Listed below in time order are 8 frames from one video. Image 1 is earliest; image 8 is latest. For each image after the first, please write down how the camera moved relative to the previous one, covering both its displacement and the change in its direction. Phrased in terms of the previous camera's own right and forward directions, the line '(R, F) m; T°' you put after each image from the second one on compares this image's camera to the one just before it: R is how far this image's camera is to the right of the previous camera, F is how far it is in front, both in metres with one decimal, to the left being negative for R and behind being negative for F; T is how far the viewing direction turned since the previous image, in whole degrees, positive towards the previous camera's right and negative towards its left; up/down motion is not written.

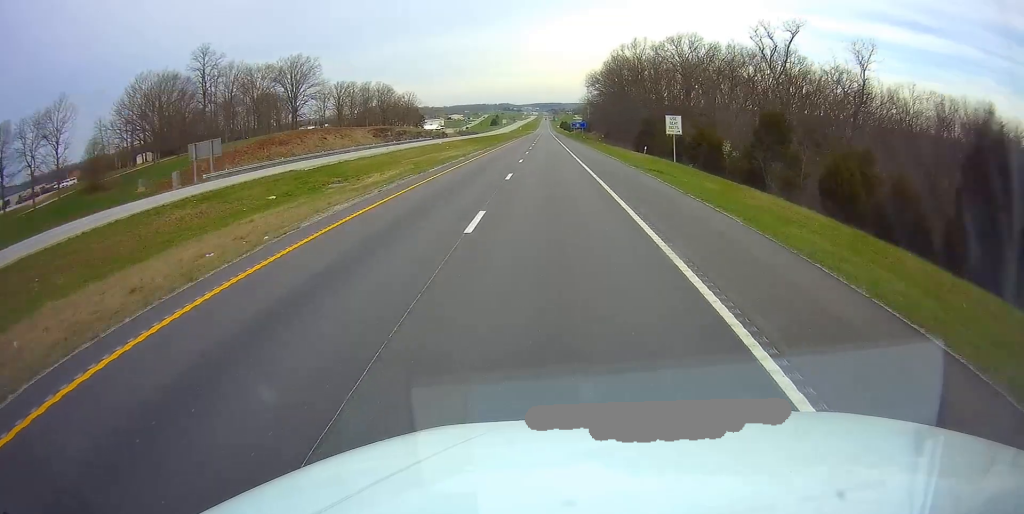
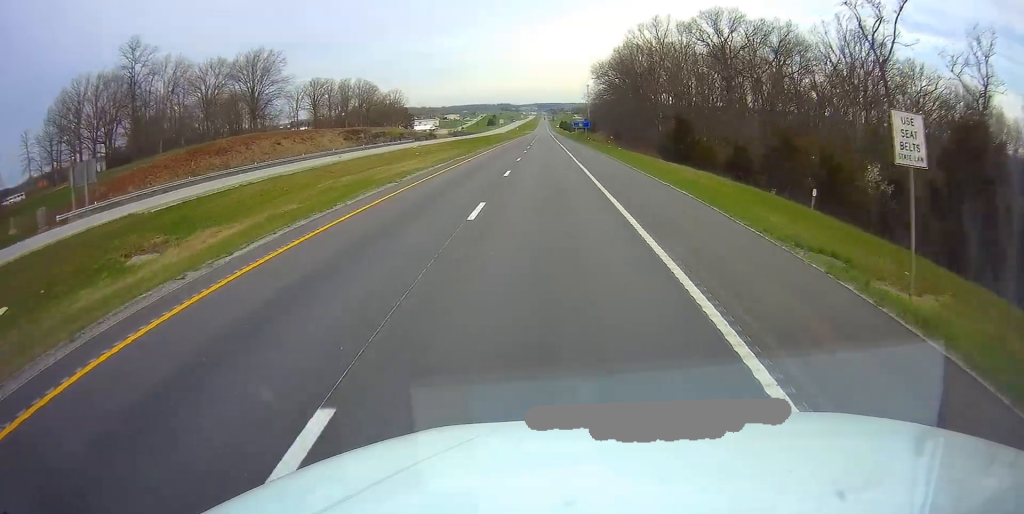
(0.0, +22.7) m; 0°
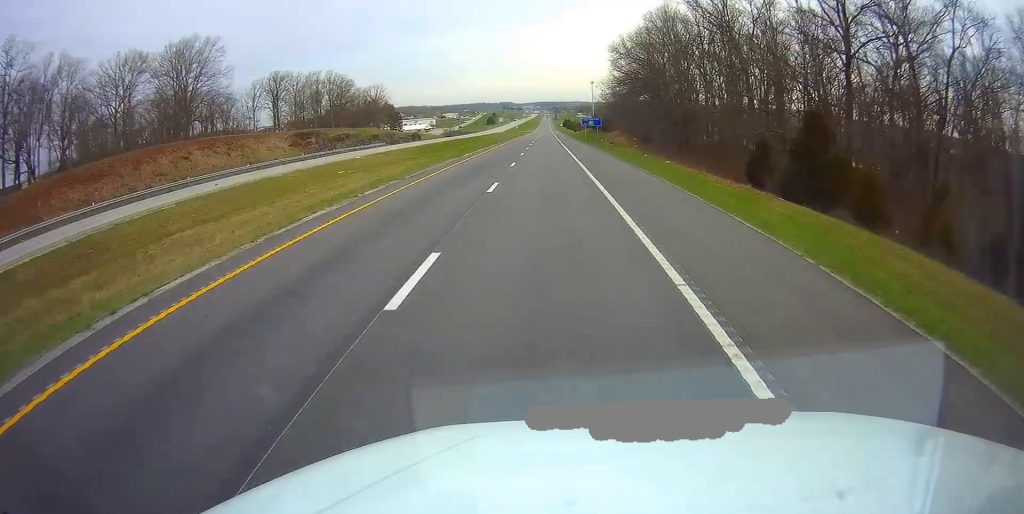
(0.0, +31.0) m; 0°
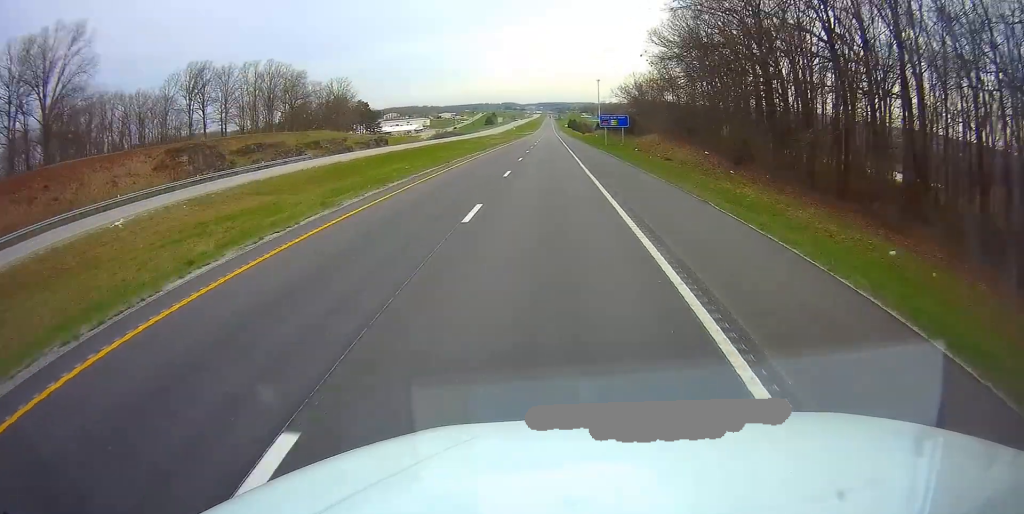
(-0.5, +42.4) m; -1°
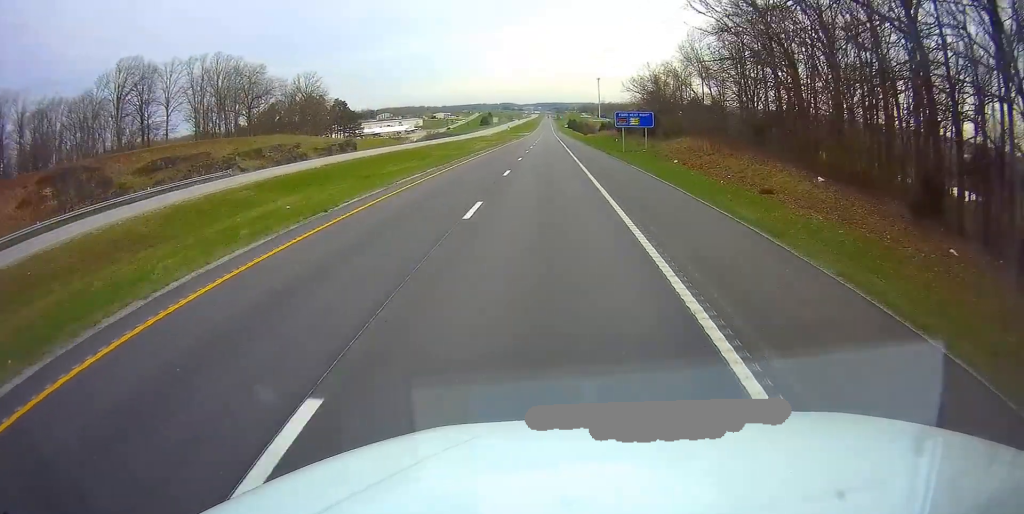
(+0.2, +23.8) m; 0°
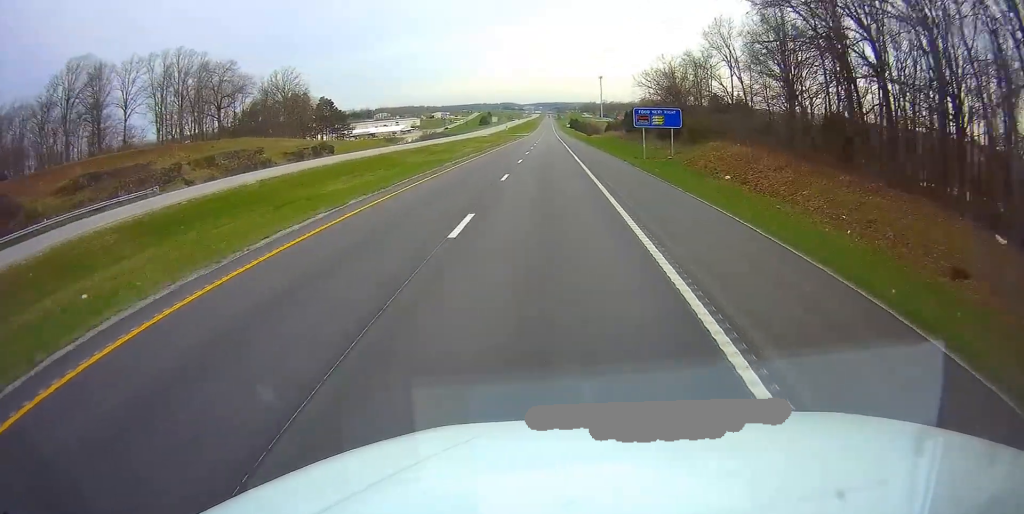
(+0.2, +14.5) m; 0°
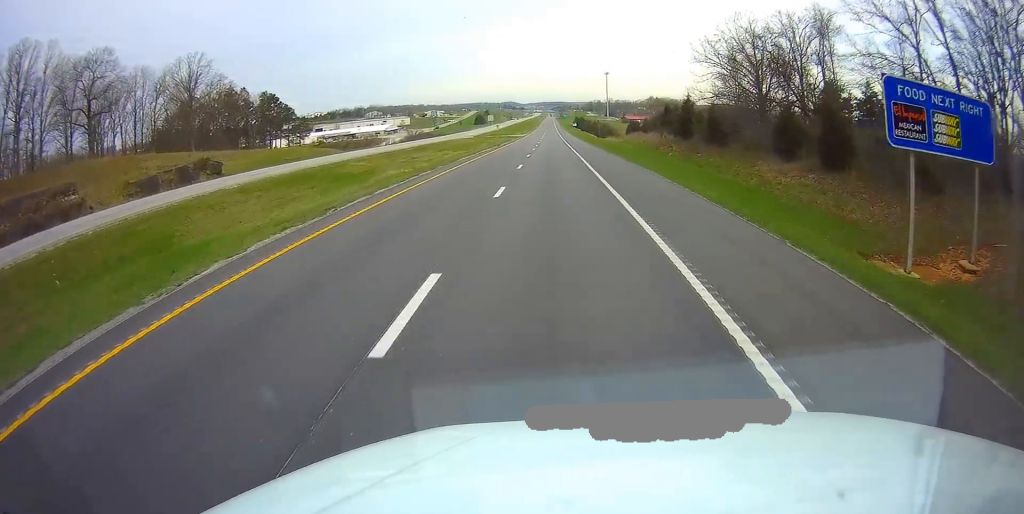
(-0.2, +42.3) m; 0°
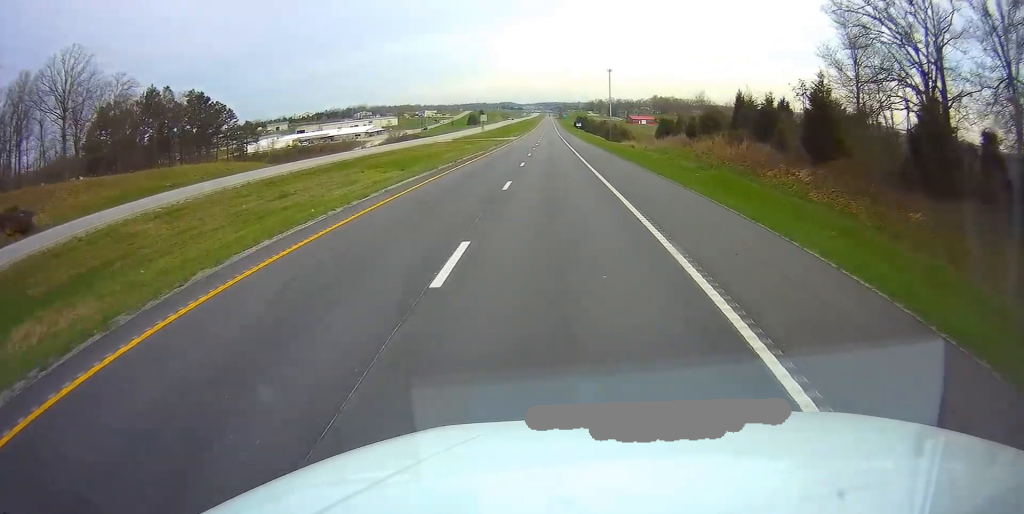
(-0.1, +34.1) m; 0°
